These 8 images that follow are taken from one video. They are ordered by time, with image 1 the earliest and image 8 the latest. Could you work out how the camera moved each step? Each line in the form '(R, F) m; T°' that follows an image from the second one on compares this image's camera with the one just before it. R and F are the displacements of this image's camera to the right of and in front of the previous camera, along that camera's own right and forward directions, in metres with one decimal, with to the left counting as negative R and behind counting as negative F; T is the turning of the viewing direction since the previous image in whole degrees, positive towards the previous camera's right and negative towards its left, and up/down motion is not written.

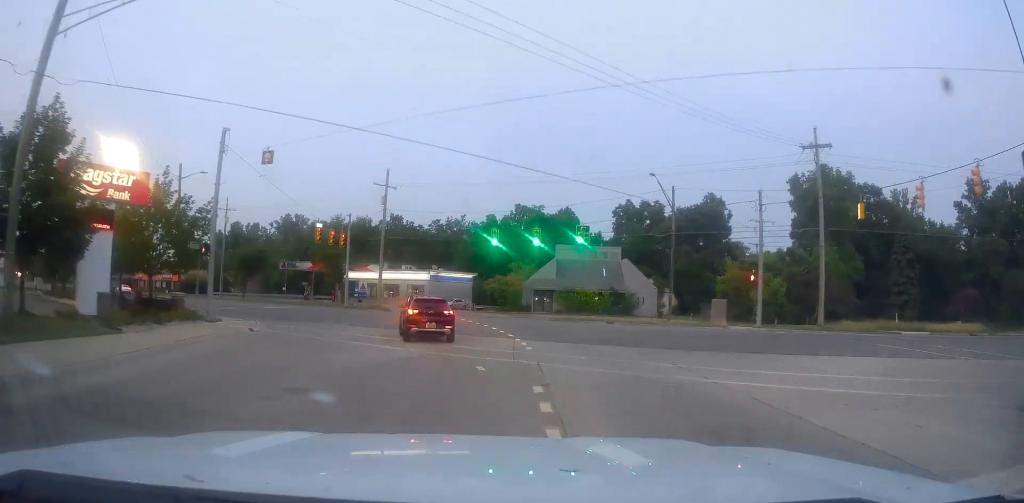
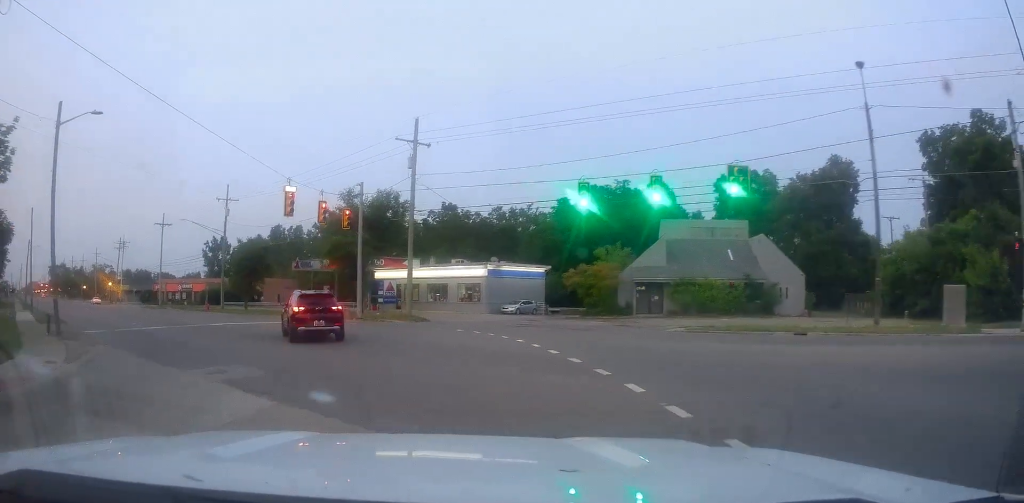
(+0.9, +21.7) m; +3°
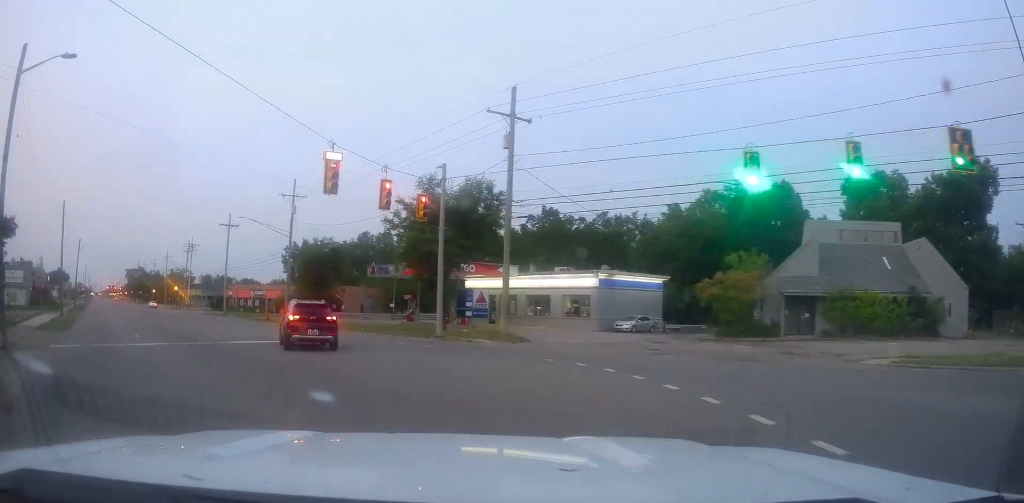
(-0.3, +9.4) m; -5°
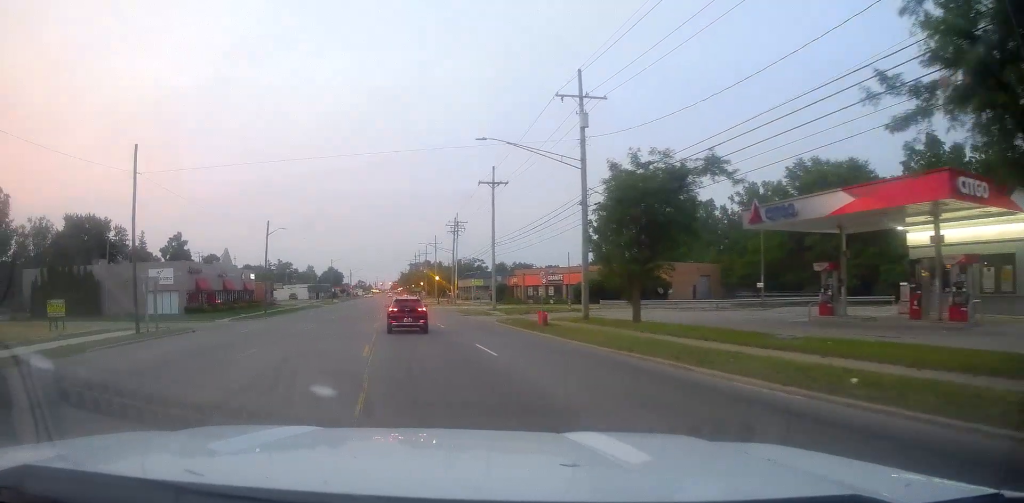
(-5.3, +28.4) m; -23°
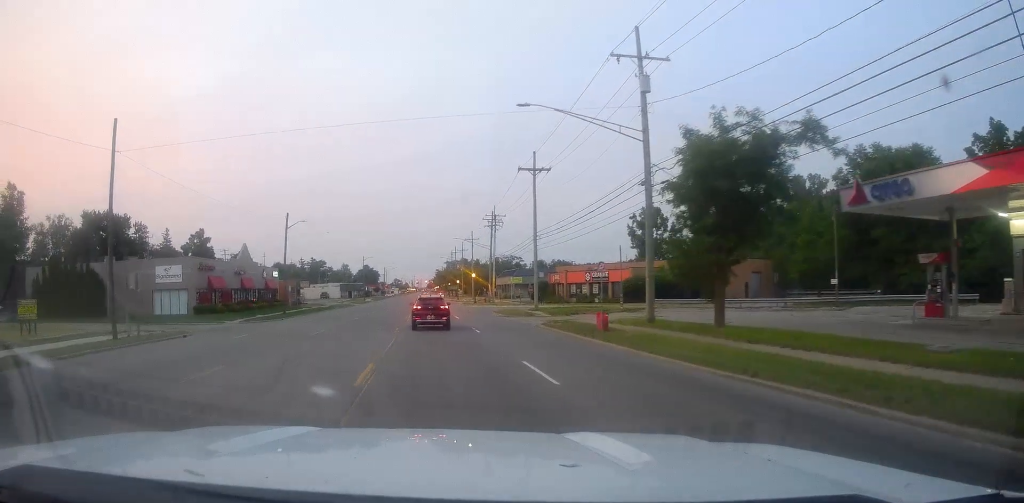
(-0.3, +5.1) m; -7°
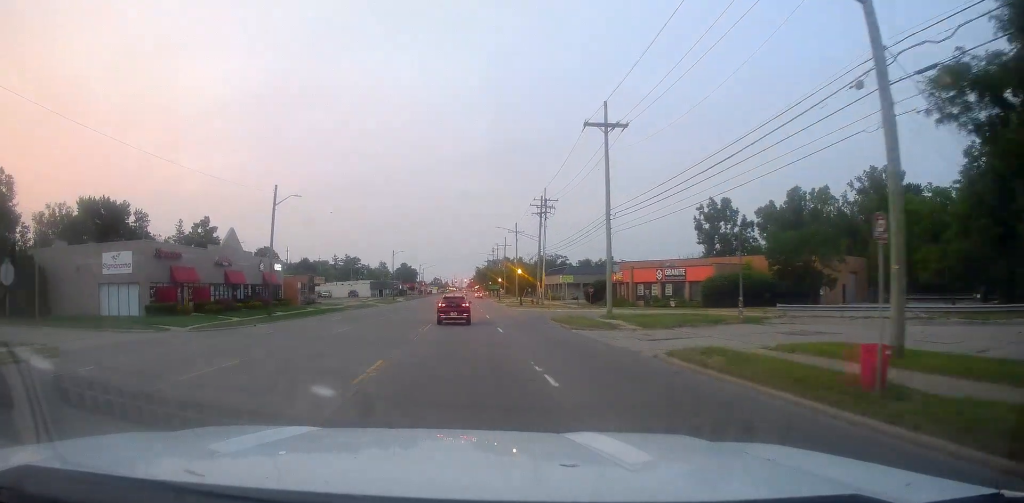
(-2.1, +12.8) m; -14°
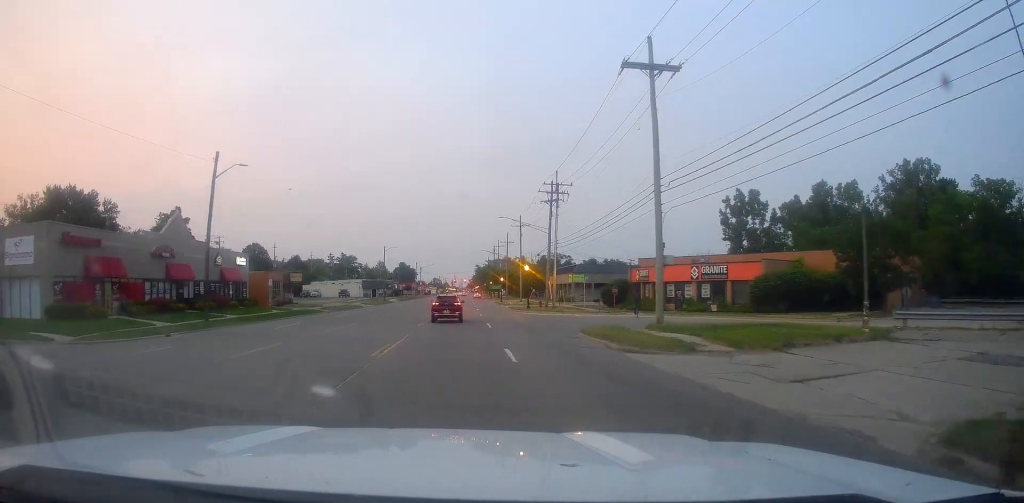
(-0.6, +9.8) m; -5°
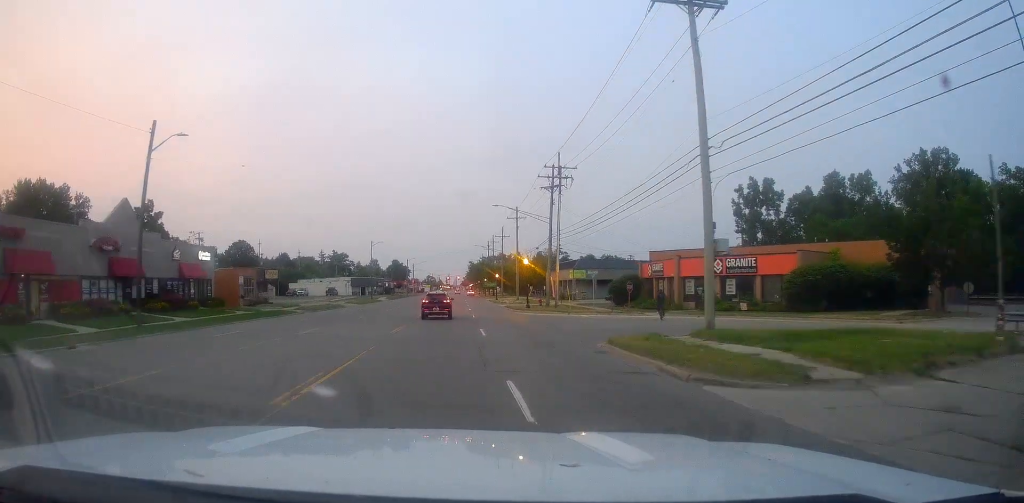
(+0.2, +6.2) m; -1°
